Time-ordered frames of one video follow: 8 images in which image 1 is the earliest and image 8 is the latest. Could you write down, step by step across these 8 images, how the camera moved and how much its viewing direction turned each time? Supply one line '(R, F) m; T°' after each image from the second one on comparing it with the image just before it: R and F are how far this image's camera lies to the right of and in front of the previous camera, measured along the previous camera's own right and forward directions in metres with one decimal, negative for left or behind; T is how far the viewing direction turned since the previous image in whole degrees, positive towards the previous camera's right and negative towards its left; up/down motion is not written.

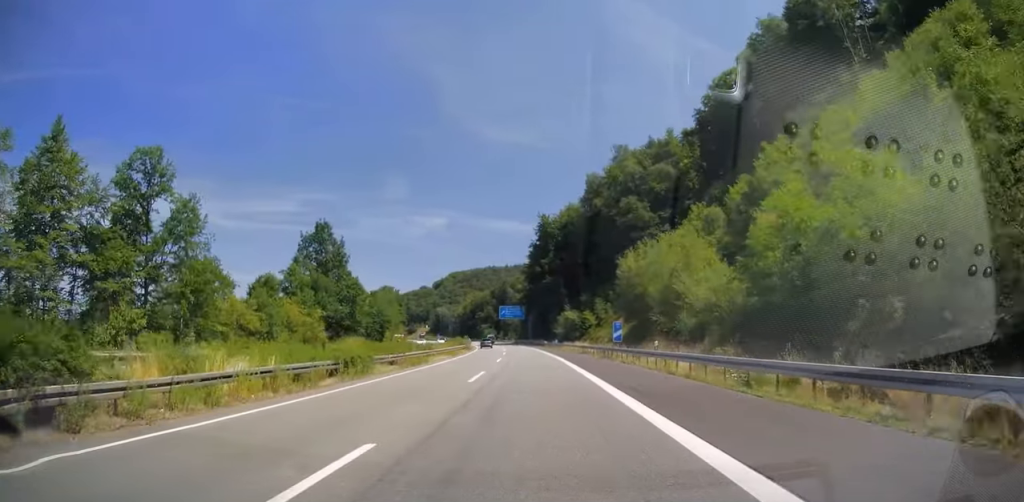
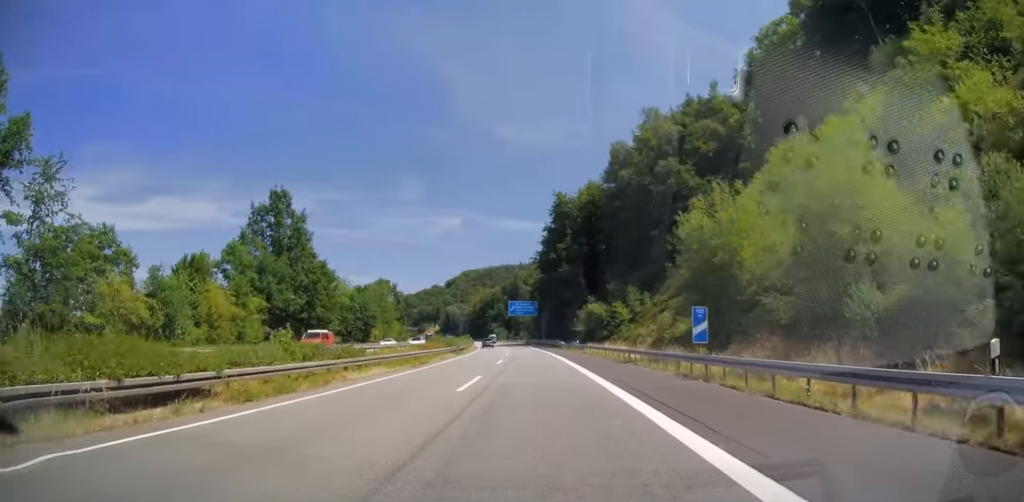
(-0.3, +21.7) m; -2°
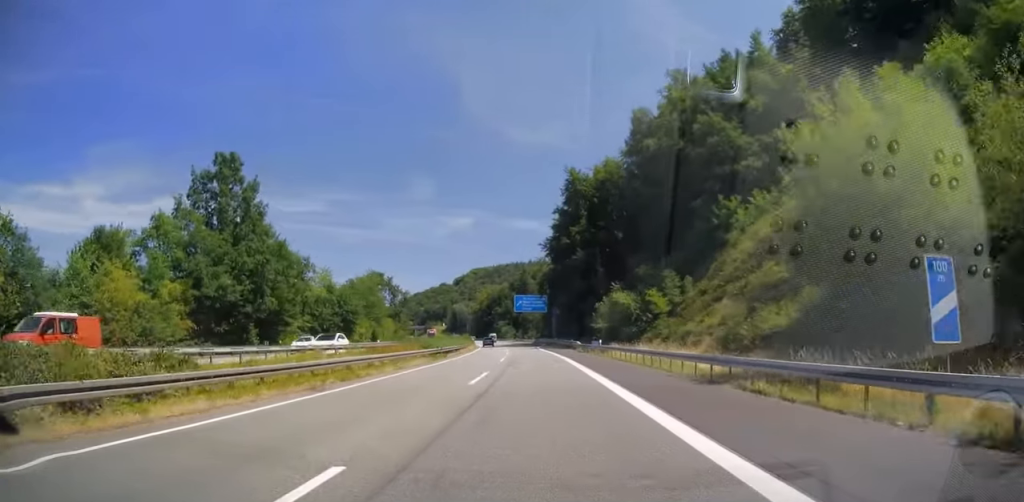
(0.0, +16.3) m; -1°
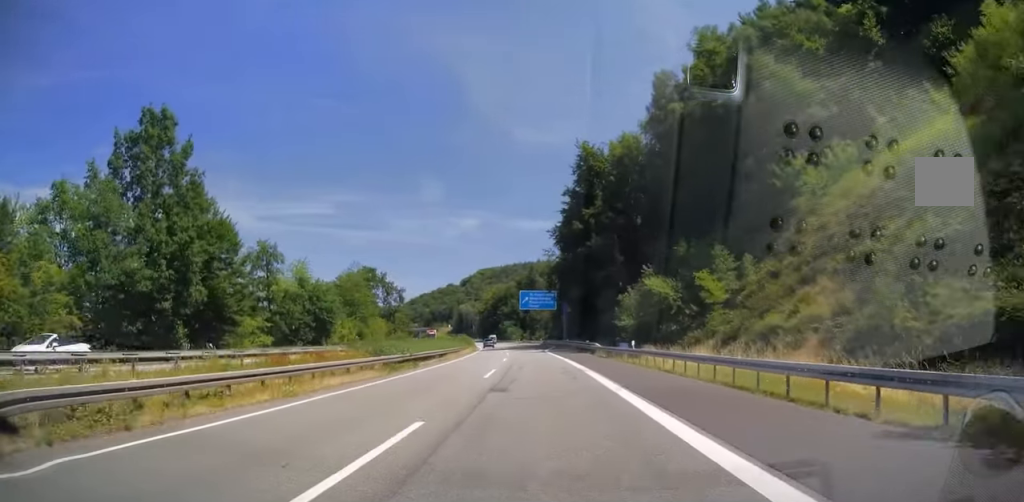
(-0.3, +14.3) m; 0°
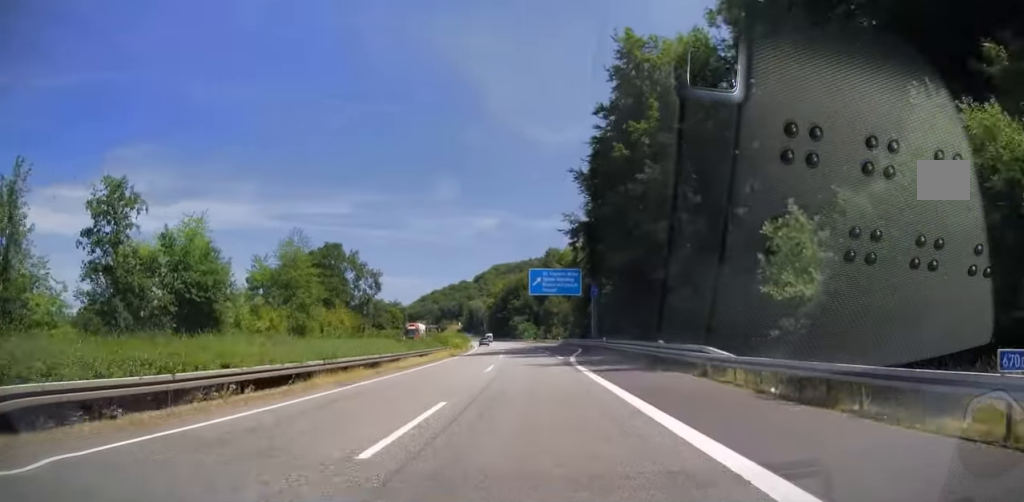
(-0.3, +33.5) m; -1°
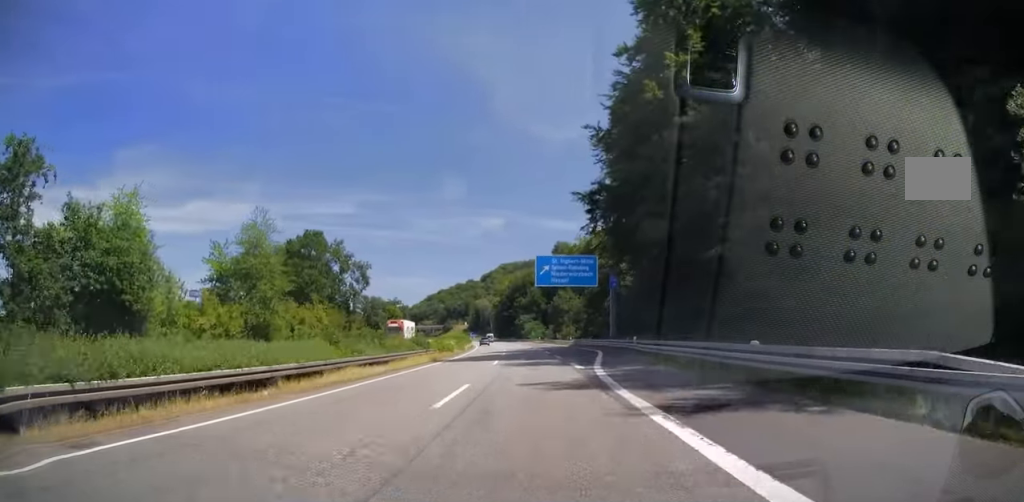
(+0.1, +12.8) m; -1°
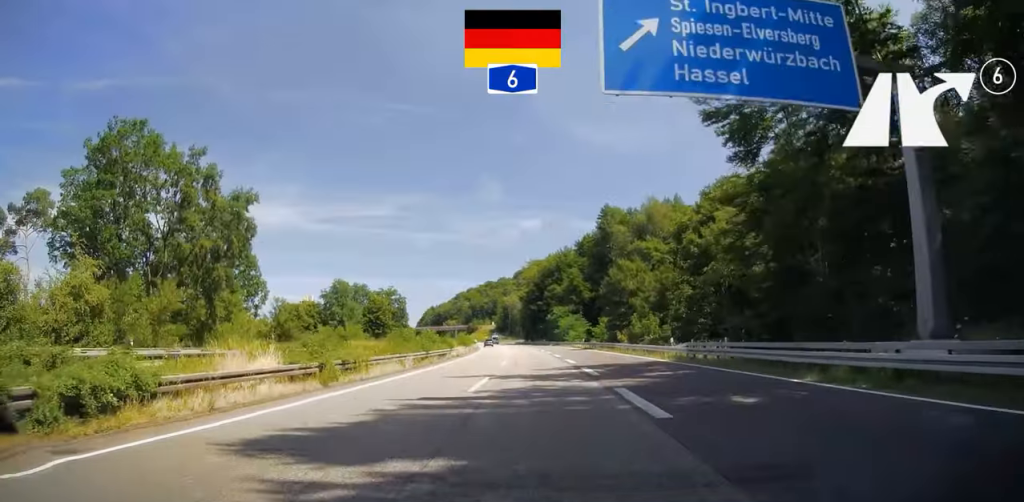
(-2.2, +51.1) m; -4°
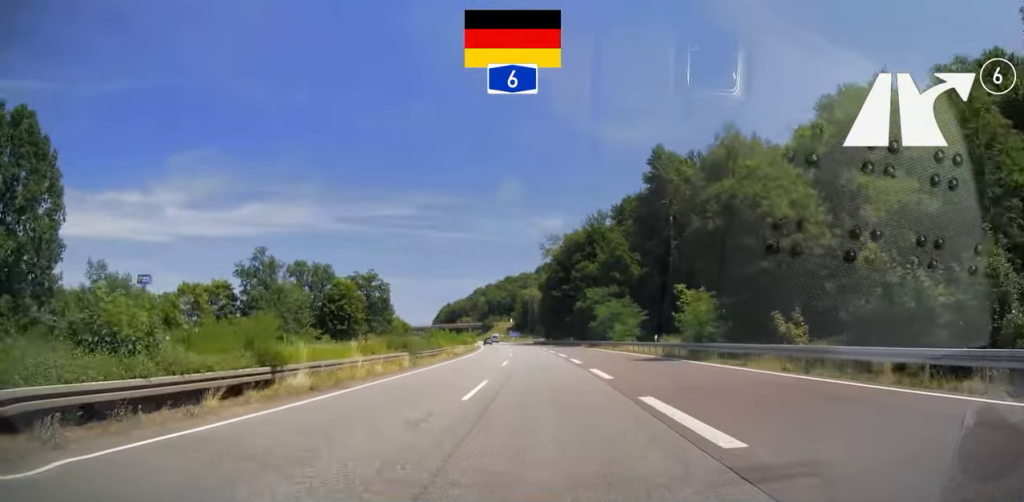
(-0.4, +38.9) m; -2°
